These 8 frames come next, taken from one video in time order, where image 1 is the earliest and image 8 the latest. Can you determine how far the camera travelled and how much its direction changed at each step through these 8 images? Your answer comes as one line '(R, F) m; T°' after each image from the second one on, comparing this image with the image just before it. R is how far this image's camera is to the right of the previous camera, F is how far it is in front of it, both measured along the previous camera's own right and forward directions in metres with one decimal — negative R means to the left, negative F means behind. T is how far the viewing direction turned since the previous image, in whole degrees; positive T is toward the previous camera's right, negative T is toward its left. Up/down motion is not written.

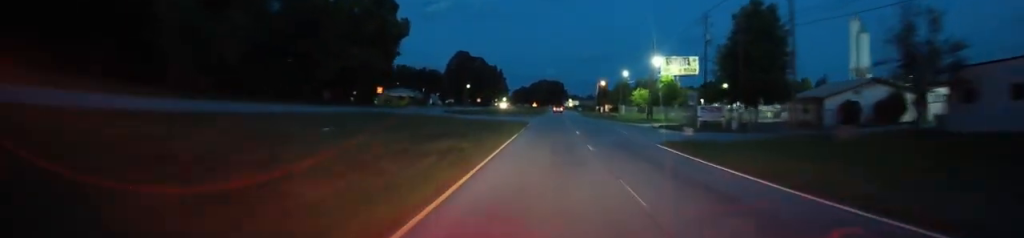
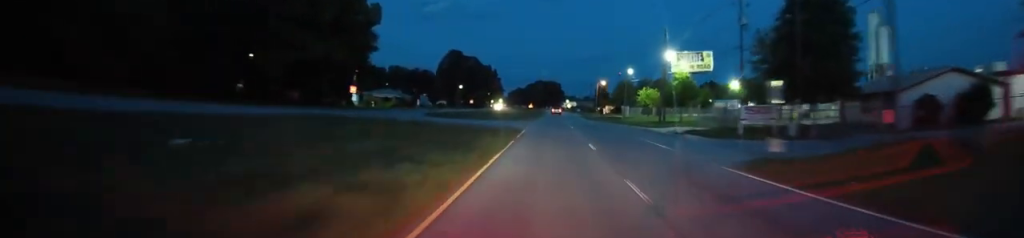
(+0.1, +11.6) m; 0°
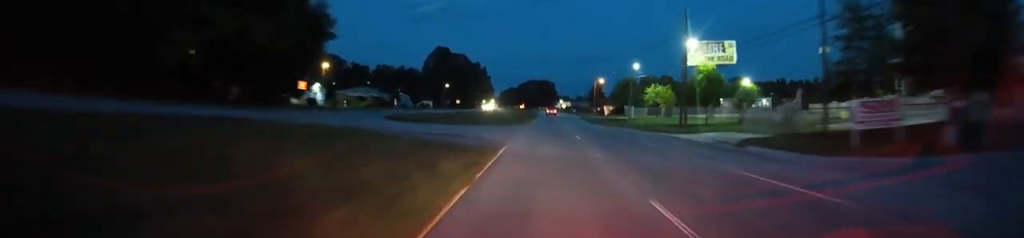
(+0.1, +15.1) m; 0°
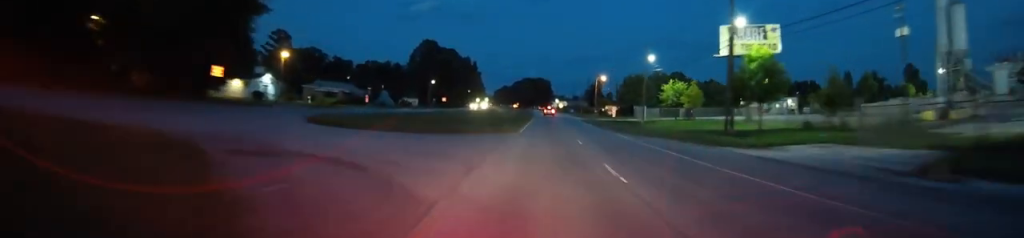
(0.0, +18.1) m; 0°
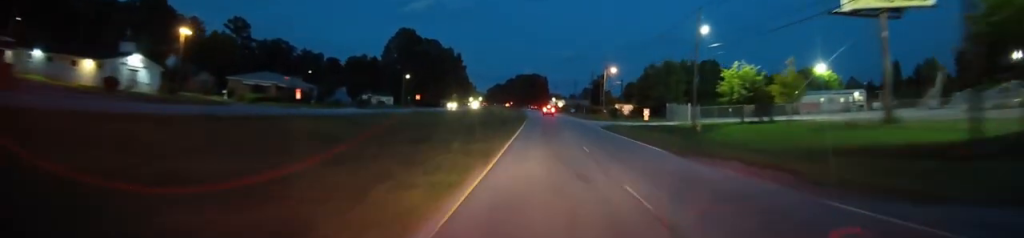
(+0.2, +28.8) m; +1°
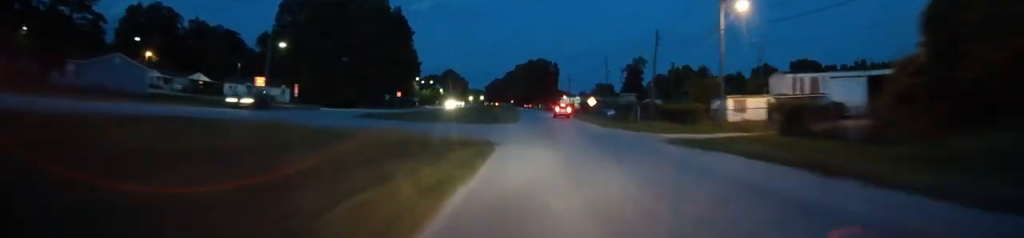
(+0.7, +77.6) m; 0°
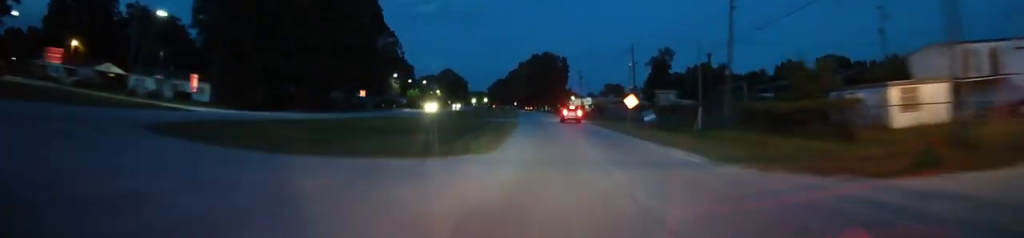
(-0.2, +27.9) m; -1°
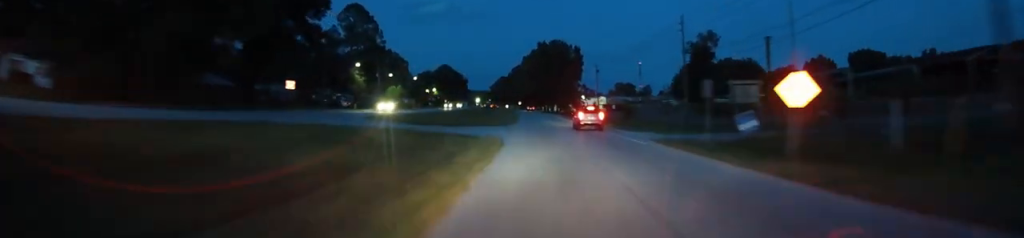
(-0.1, +28.1) m; -1°
